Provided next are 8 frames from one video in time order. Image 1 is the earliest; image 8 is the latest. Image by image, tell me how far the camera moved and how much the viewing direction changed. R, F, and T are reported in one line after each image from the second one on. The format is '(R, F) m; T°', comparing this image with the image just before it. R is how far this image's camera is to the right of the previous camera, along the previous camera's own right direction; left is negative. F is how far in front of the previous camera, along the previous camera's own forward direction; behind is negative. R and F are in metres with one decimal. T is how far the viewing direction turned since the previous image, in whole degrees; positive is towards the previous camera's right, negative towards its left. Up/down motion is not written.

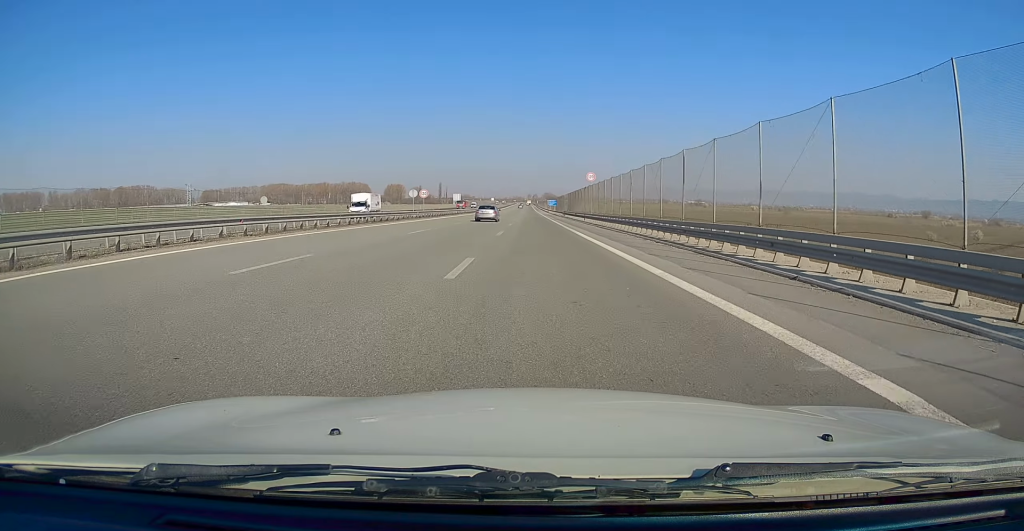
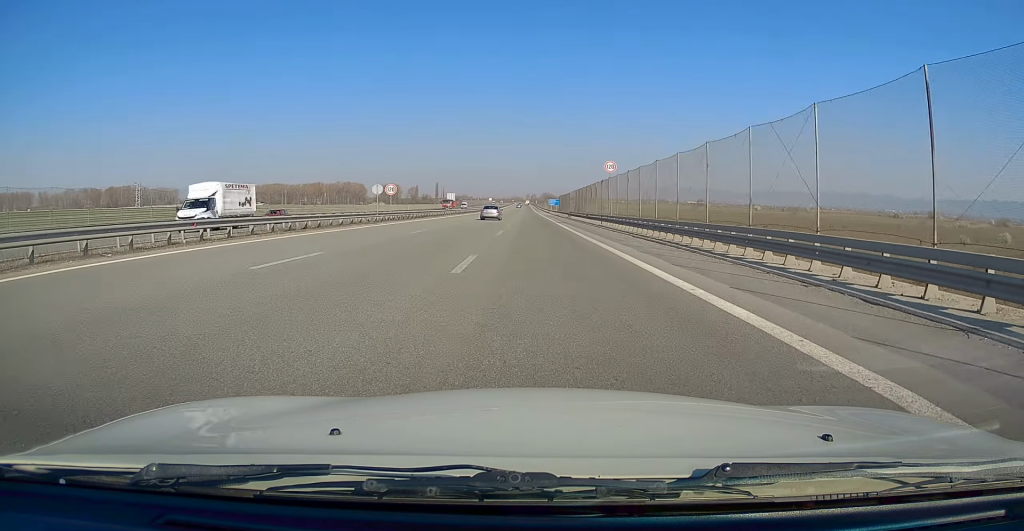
(+0.1, +15.3) m; 0°
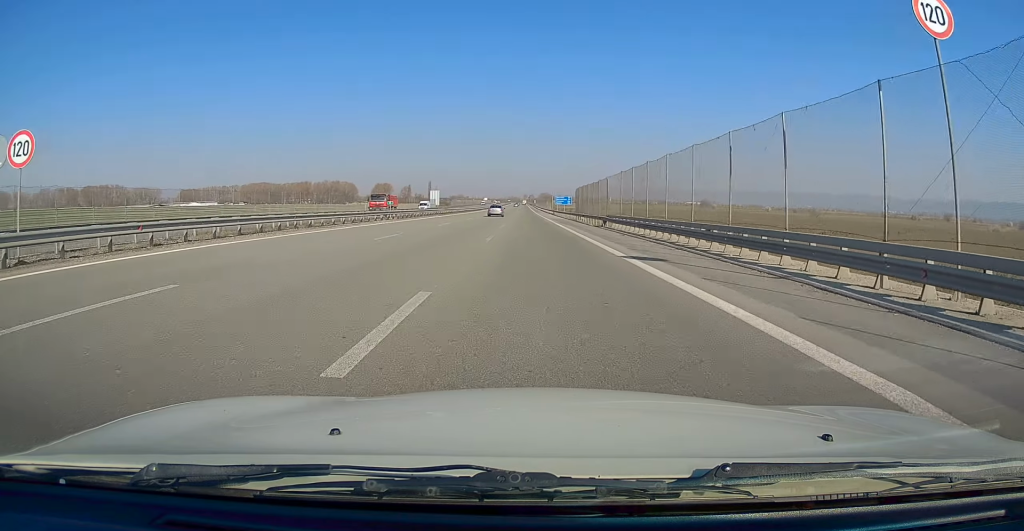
(+0.1, +38.6) m; 0°
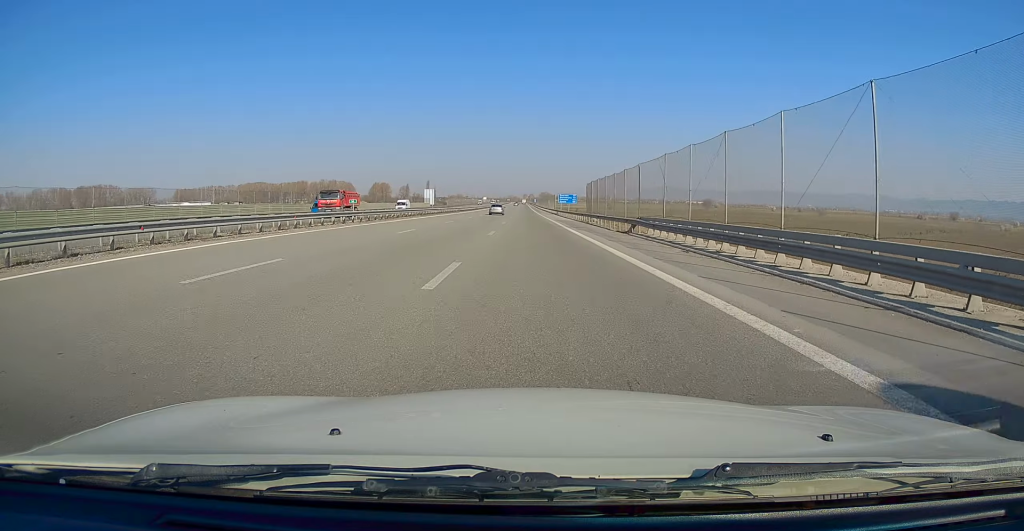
(-0.1, +11.7) m; 0°
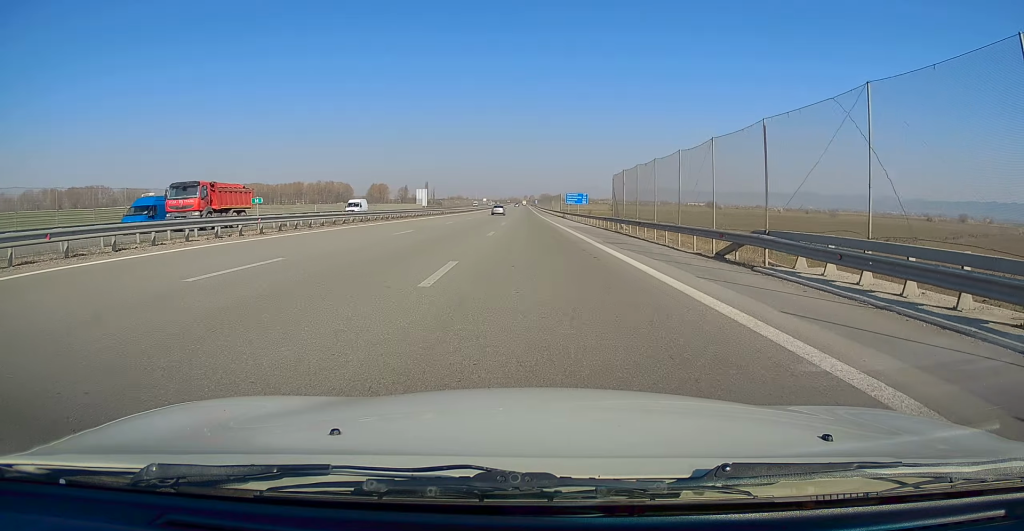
(+0.1, +15.8) m; 0°
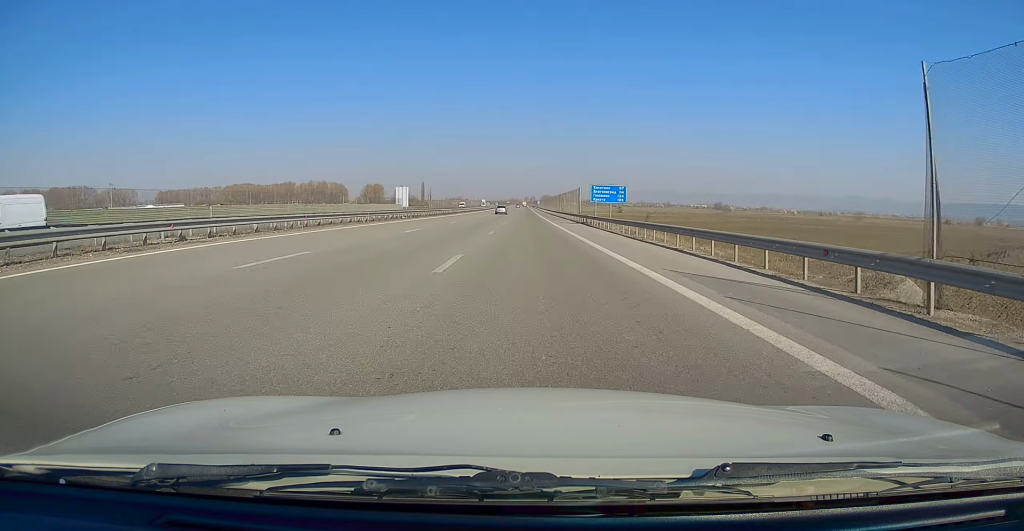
(-0.3, +30.2) m; 0°
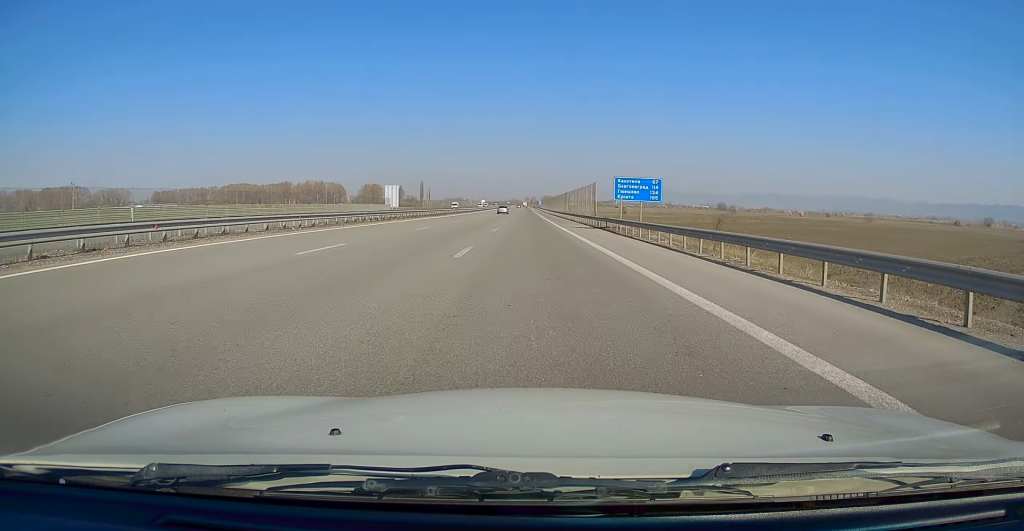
(+0.1, +12.9) m; 0°
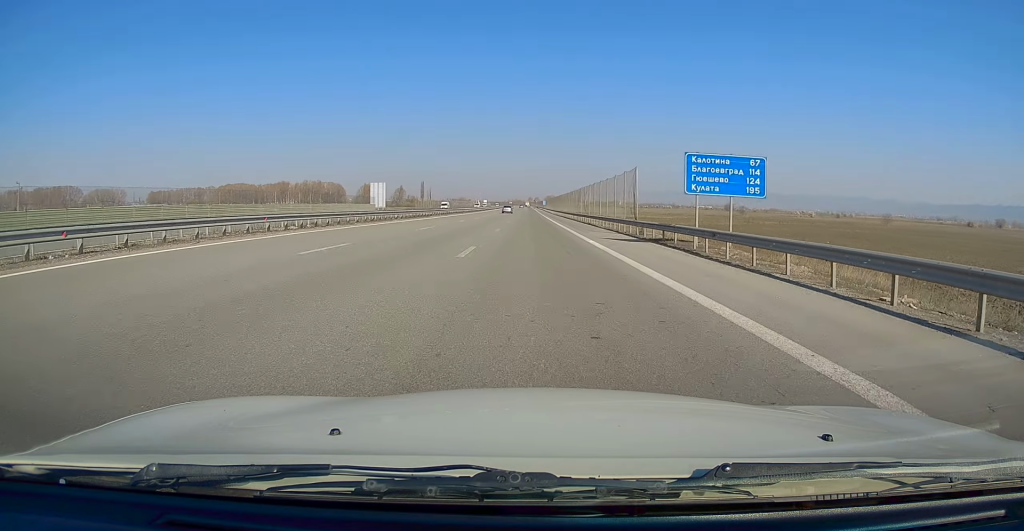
(+0.1, +16.1) m; 0°
